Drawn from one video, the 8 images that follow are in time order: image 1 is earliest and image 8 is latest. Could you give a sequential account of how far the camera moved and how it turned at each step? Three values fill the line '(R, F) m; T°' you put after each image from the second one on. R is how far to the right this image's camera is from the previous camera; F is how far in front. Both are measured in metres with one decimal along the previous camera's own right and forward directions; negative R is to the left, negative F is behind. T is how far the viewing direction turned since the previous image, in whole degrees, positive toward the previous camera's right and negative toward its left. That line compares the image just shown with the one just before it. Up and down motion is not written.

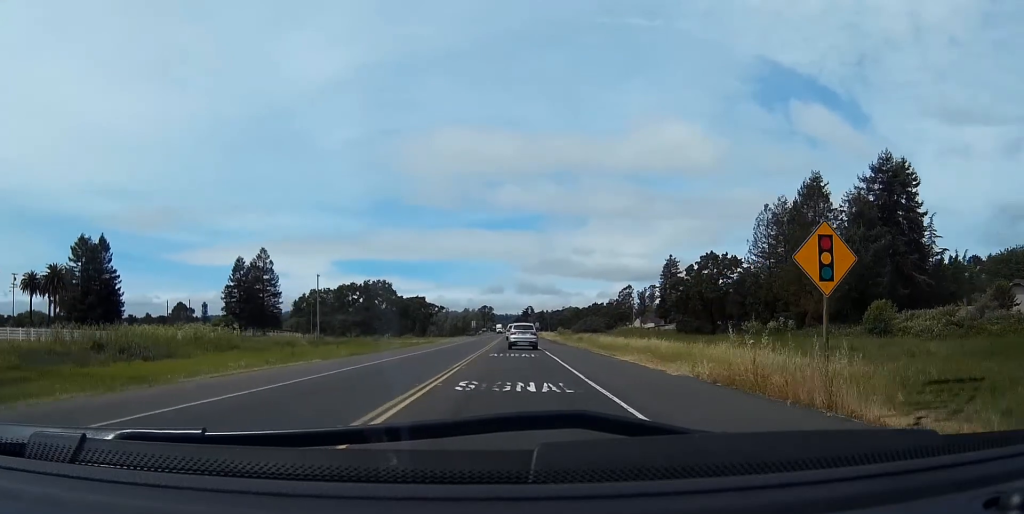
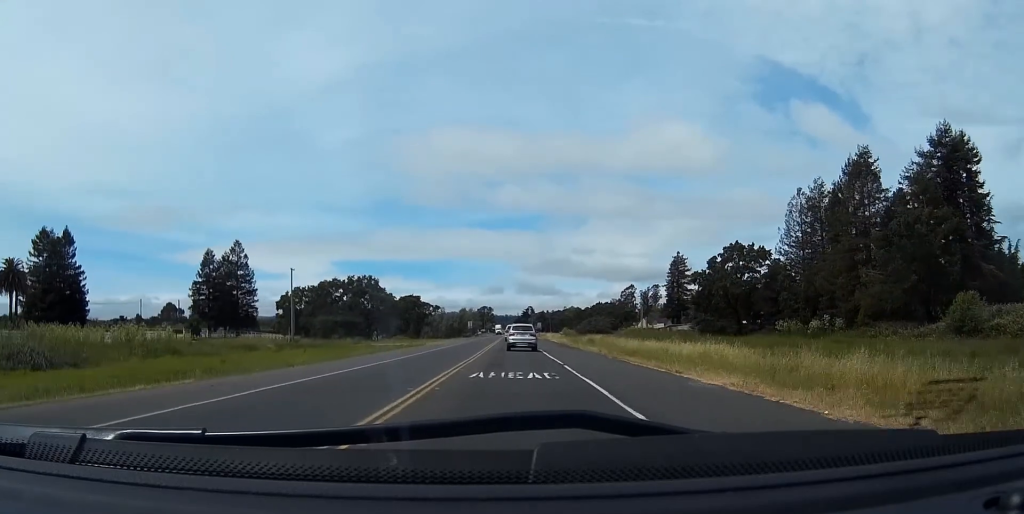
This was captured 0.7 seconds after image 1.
(0.0, +15.6) m; 0°
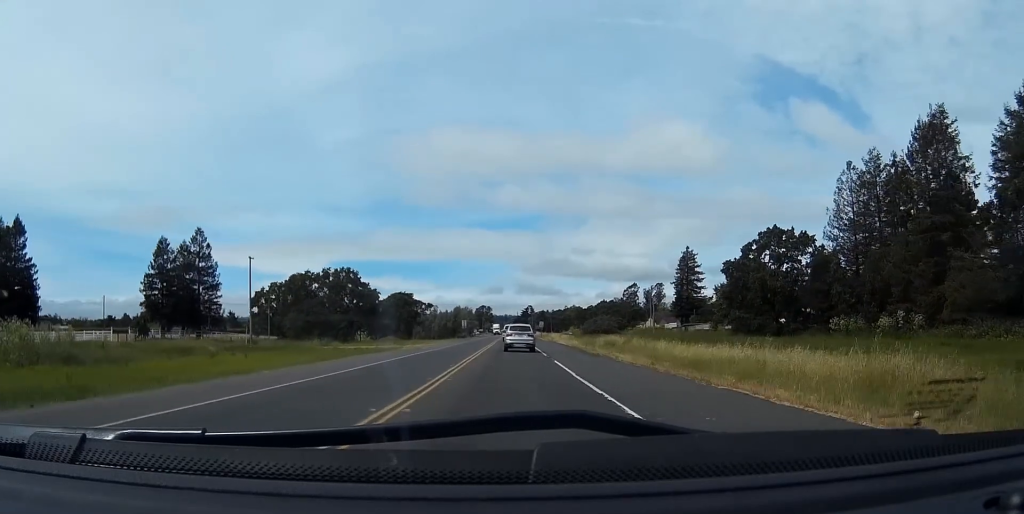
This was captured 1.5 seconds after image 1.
(0.0, +18.6) m; 0°
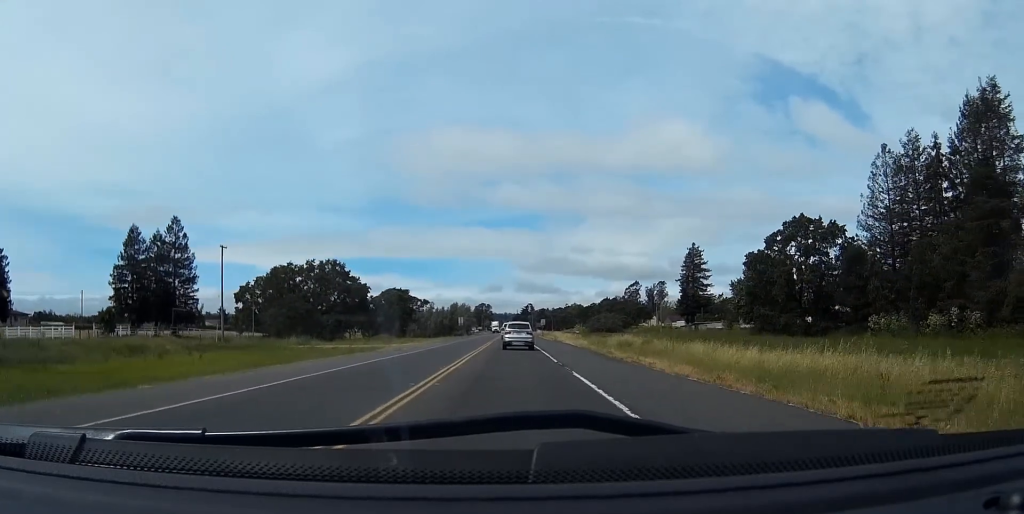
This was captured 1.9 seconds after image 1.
(0.0, +10.0) m; 0°
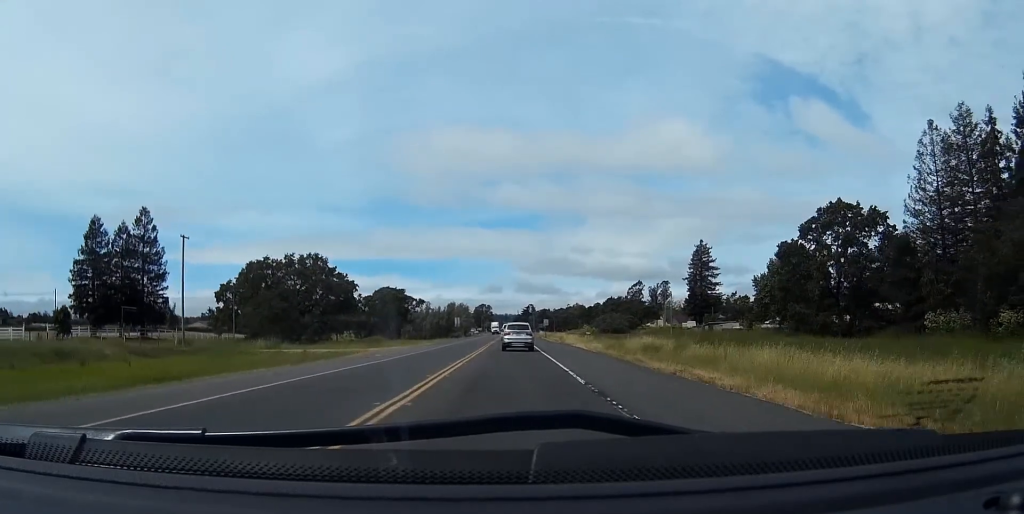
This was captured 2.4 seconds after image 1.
(0.0, +11.4) m; 0°
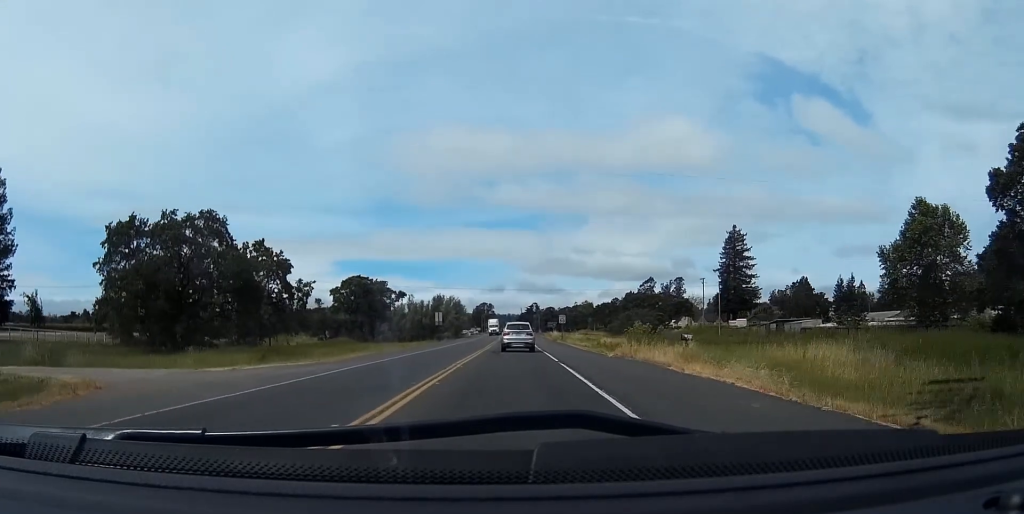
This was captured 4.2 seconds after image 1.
(-0.5, +39.6) m; -1°
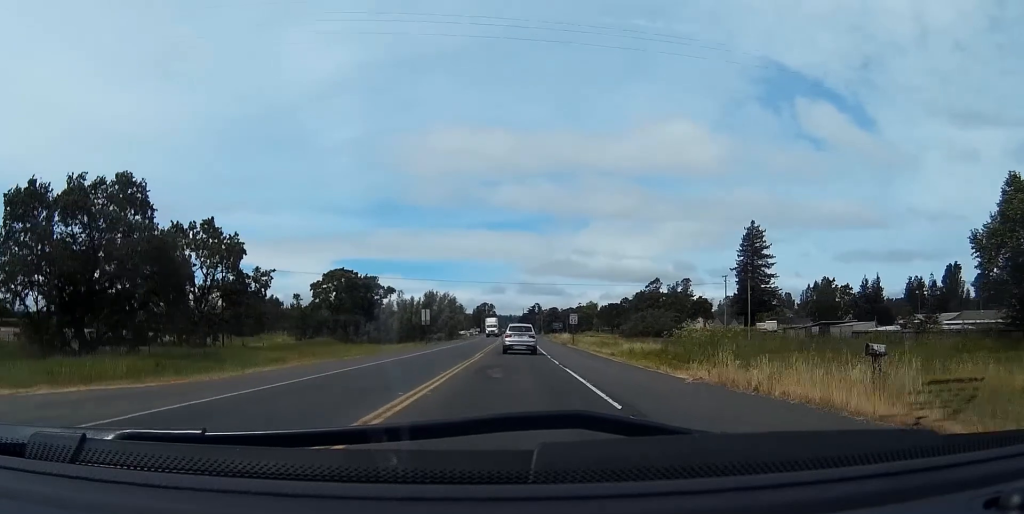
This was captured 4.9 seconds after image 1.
(-0.1, +16.8) m; 0°
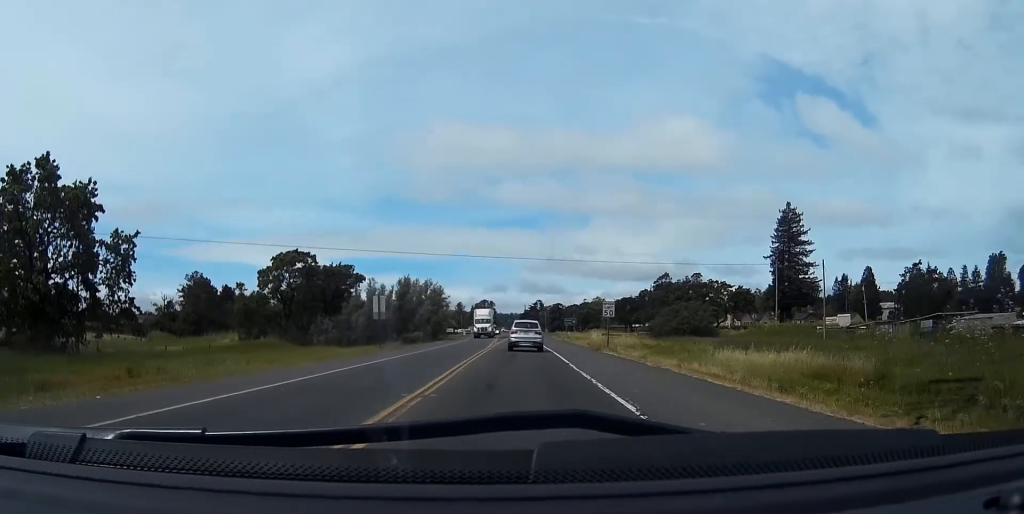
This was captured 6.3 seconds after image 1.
(0.0, +30.2) m; 0°
